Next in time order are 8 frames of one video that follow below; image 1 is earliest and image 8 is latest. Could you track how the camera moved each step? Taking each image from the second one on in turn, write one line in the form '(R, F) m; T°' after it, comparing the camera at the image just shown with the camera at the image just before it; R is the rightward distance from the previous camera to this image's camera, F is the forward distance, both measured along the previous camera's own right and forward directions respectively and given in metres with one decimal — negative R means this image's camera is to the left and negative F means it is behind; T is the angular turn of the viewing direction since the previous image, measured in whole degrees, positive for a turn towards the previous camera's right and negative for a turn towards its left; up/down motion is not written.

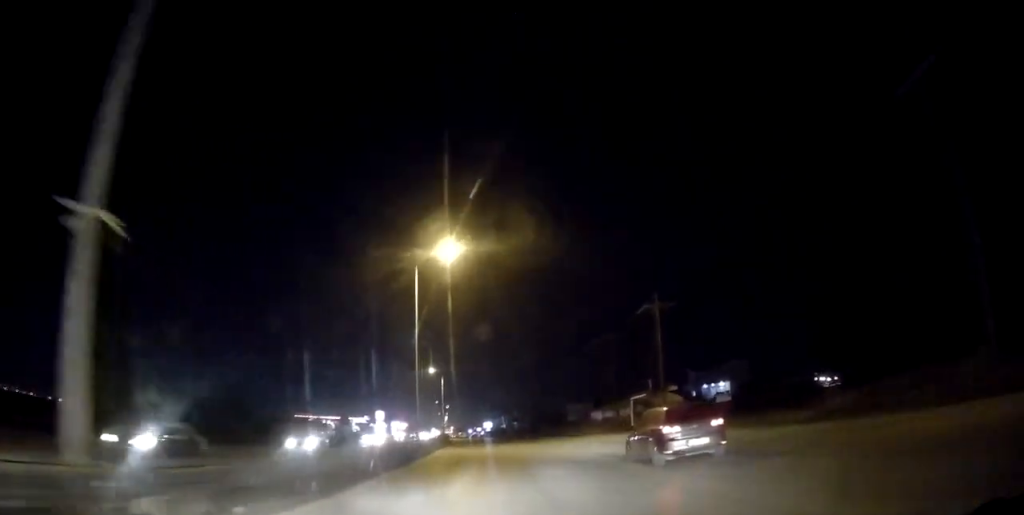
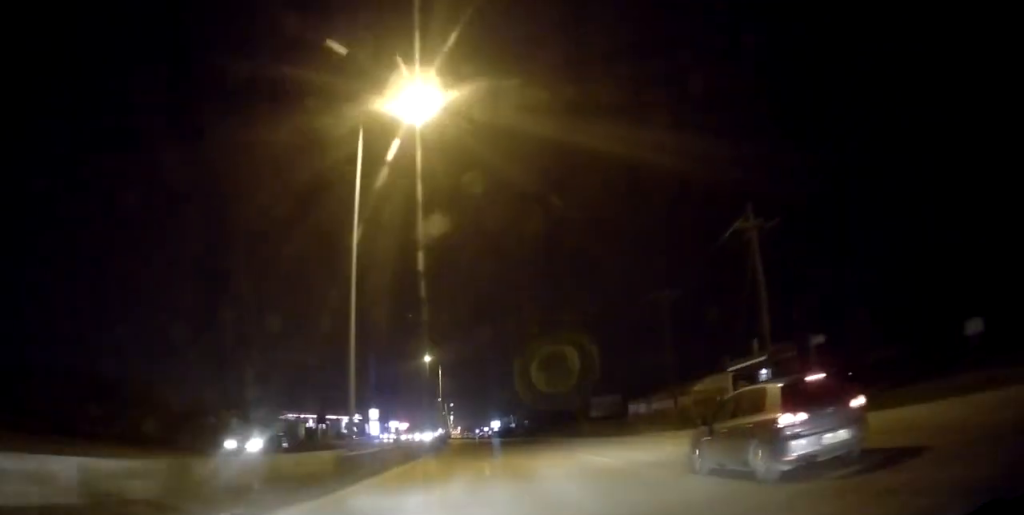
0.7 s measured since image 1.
(-1.1, +18.4) m; -4°
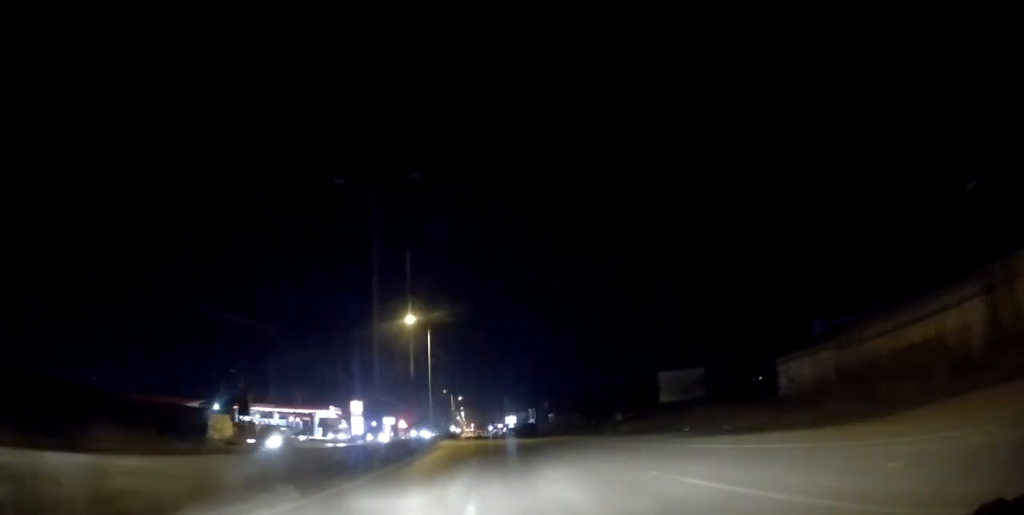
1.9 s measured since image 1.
(-2.2, +32.0) m; -3°
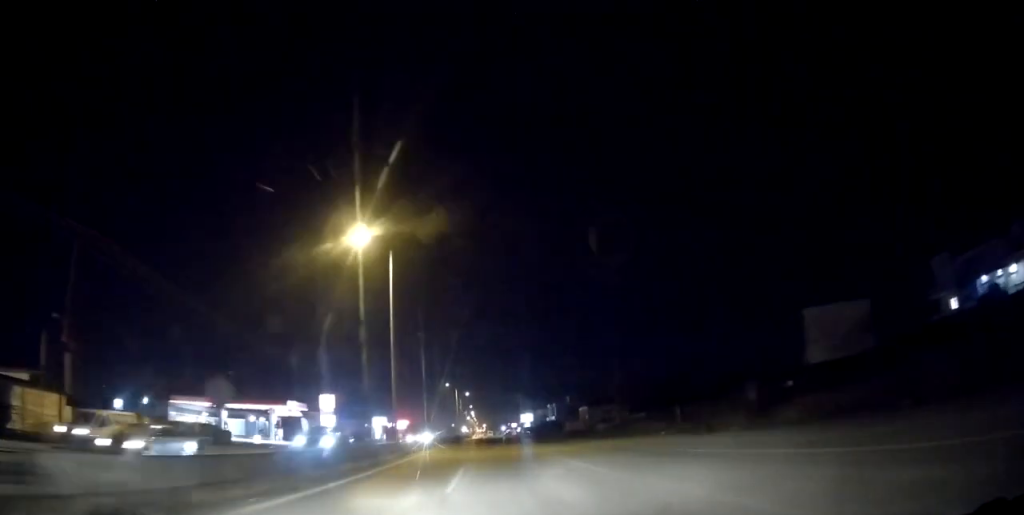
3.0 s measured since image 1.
(+0.4, +27.6) m; -1°
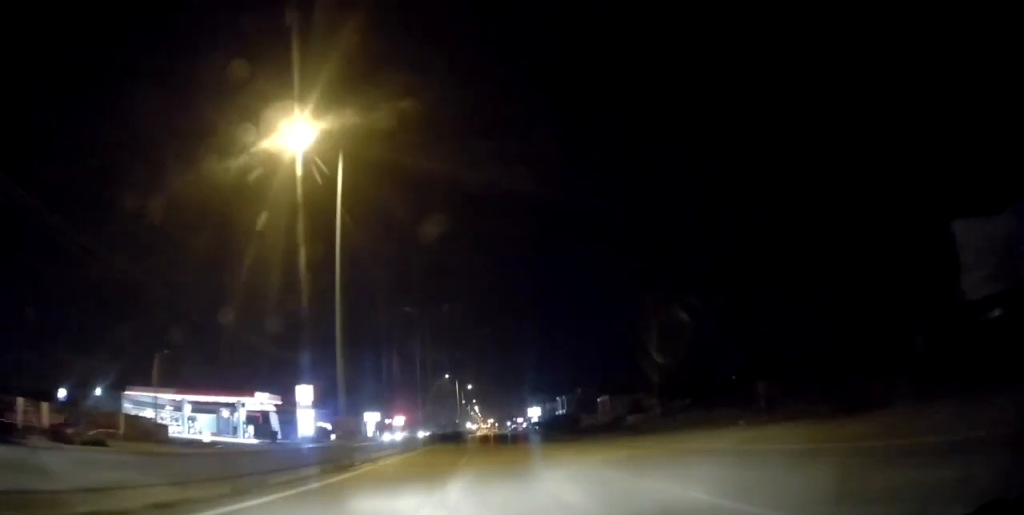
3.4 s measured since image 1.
(0.0, +12.5) m; 0°
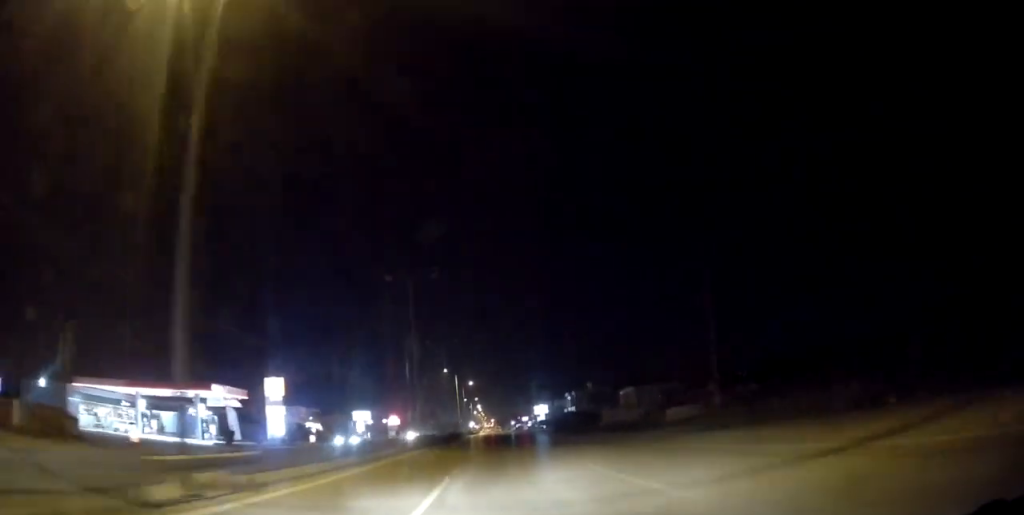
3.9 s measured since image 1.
(-0.6, +11.7) m; +1°
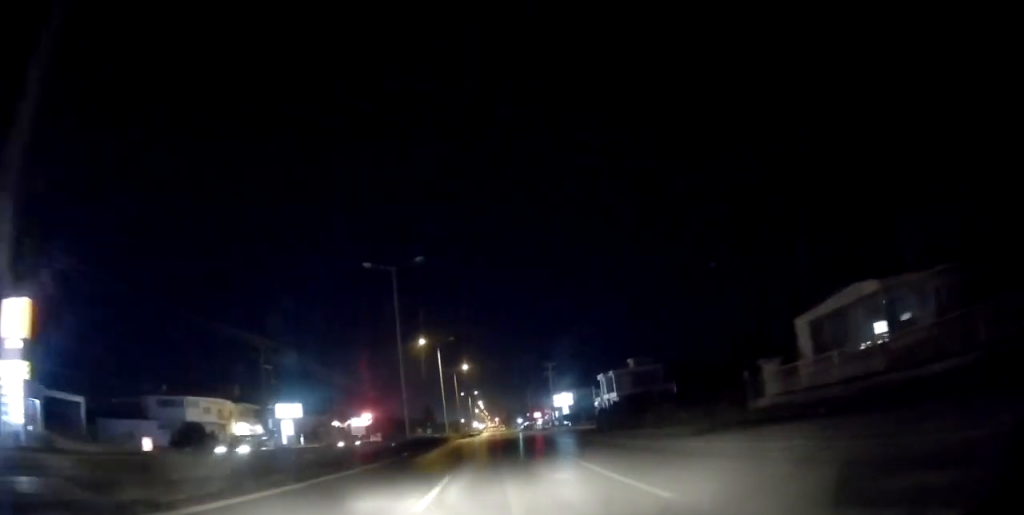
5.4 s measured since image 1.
(+1.8, +40.3) m; +2°
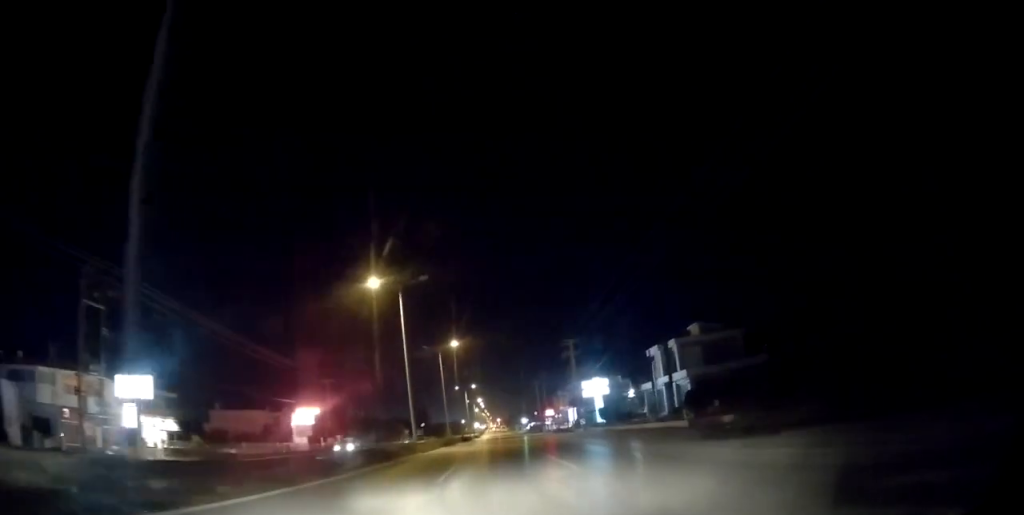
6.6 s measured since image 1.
(-1.4, +31.2) m; -2°
